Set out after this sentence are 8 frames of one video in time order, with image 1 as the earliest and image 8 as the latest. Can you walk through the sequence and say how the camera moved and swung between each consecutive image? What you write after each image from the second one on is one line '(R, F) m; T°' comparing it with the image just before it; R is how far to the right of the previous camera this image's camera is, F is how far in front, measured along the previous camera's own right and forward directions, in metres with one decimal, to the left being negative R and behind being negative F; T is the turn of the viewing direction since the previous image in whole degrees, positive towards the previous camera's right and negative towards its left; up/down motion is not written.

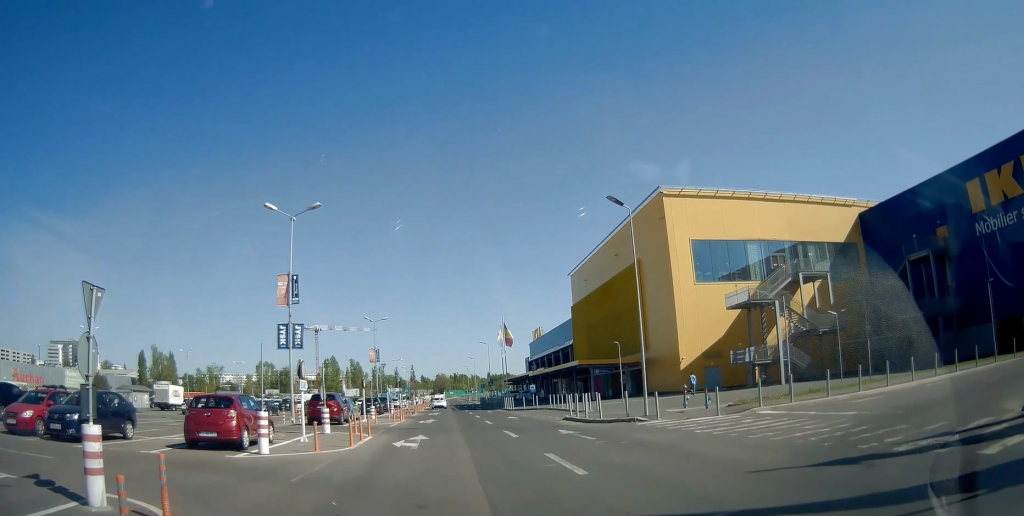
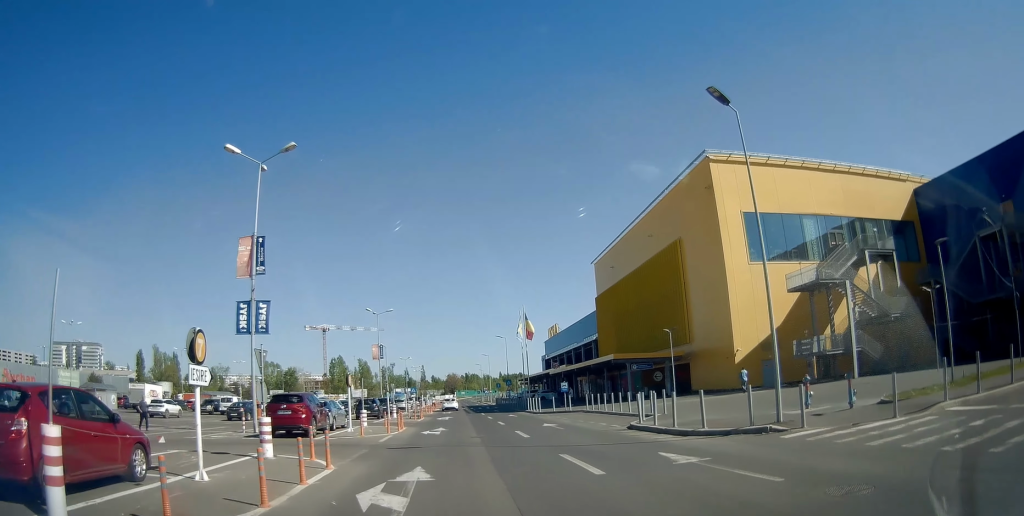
(+0.1, +9.3) m; 0°
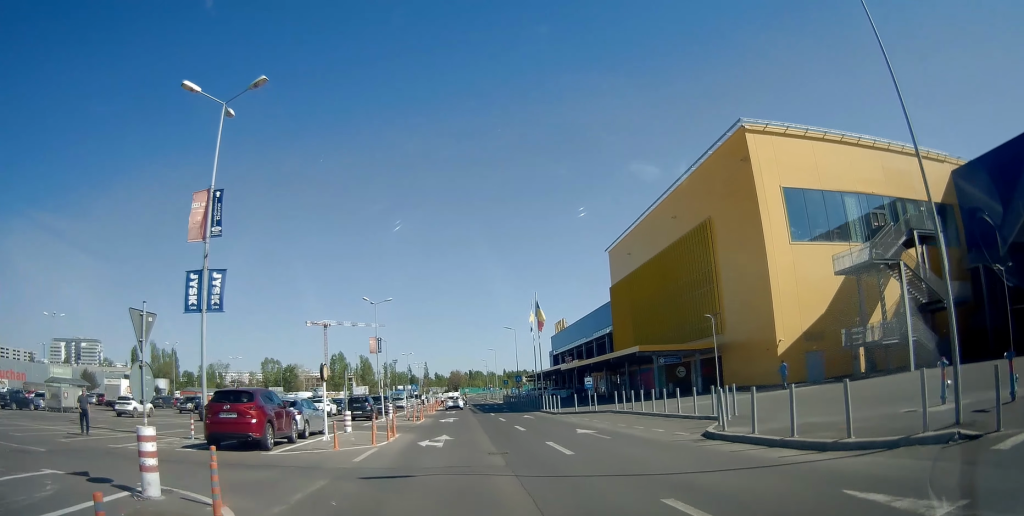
(0.0, +6.2) m; -1°
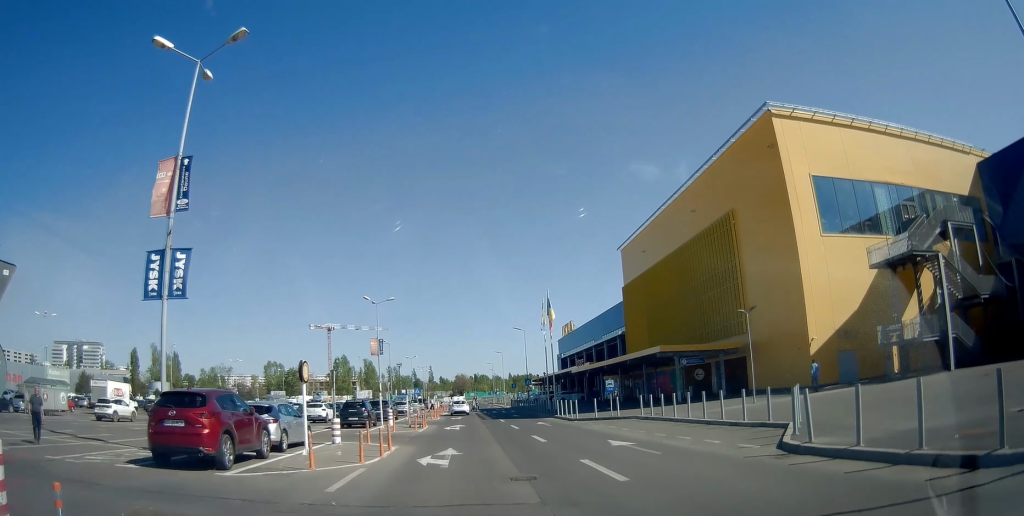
(0.0, +3.7) m; -1°
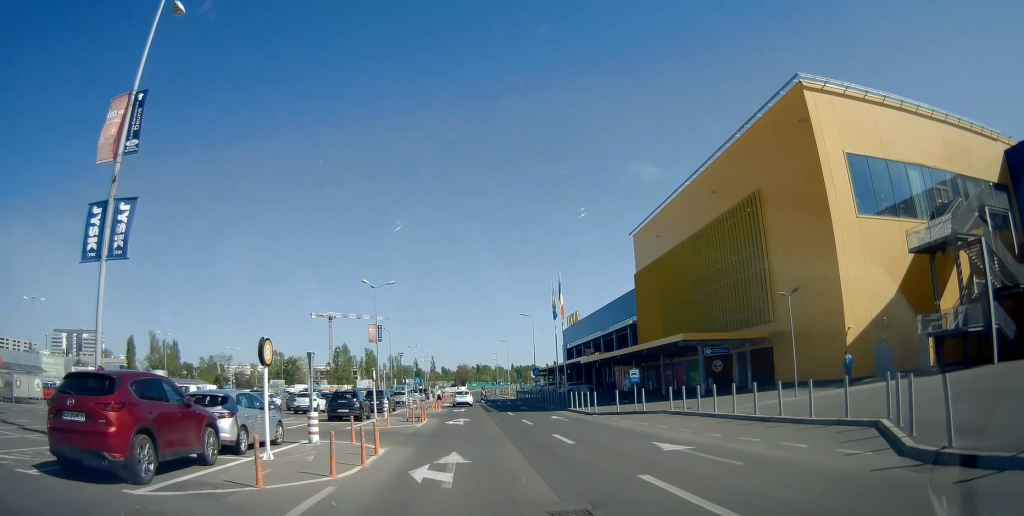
(0.0, +3.8) m; 0°
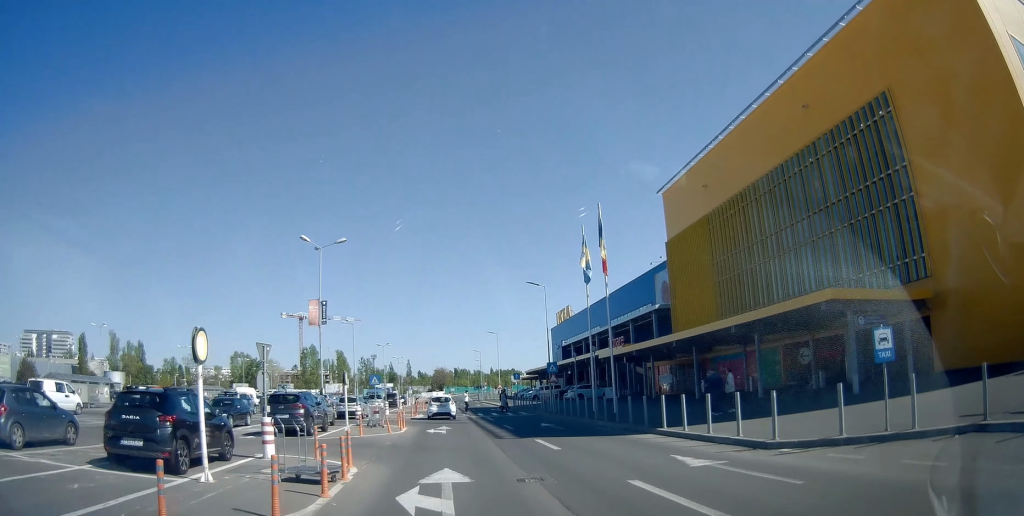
(-0.1, +18.5) m; 0°
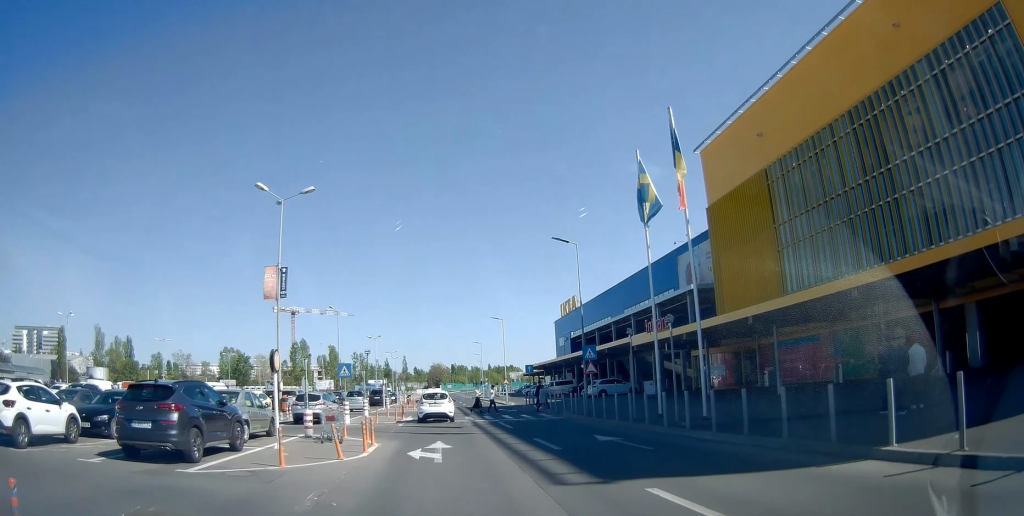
(+0.1, +10.5) m; +3°
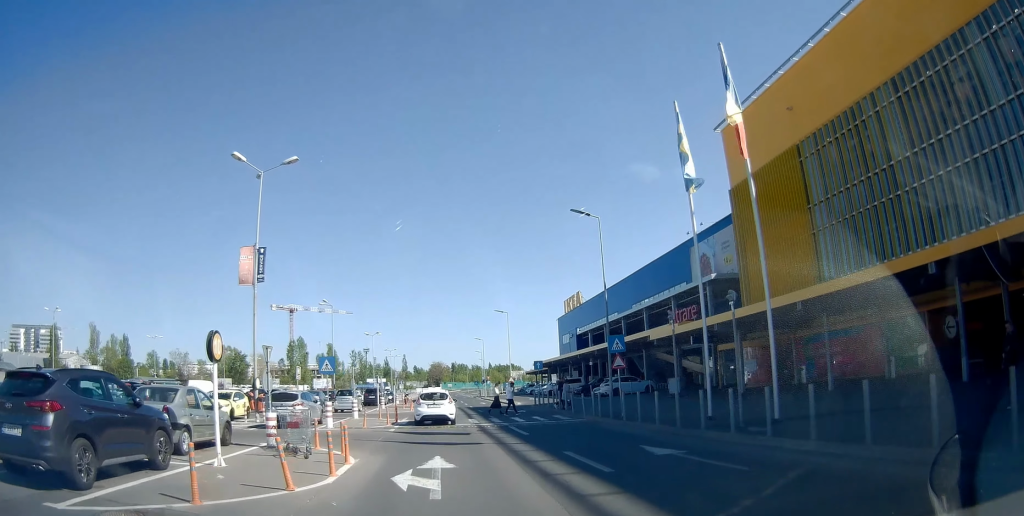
(+0.1, +4.4) m; +1°
